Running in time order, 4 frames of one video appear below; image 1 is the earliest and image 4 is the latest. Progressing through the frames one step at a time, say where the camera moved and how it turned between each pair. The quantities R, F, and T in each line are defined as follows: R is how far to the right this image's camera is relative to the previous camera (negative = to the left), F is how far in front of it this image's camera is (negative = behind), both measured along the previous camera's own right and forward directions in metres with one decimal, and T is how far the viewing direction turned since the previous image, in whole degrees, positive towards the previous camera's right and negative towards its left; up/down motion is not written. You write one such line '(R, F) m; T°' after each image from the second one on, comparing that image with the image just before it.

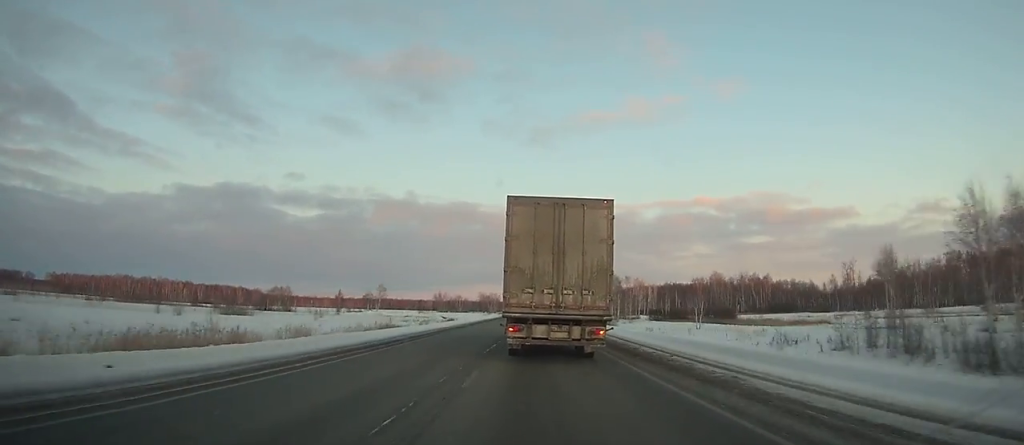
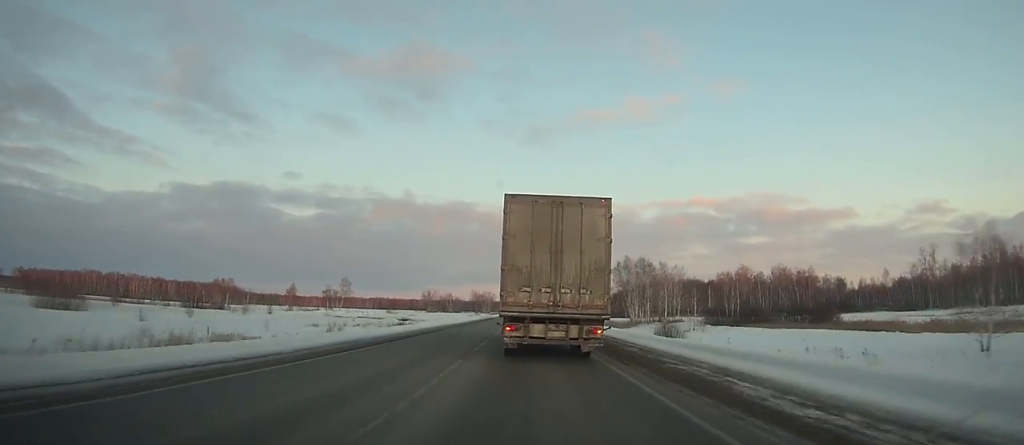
(+0.1, +48.3) m; 0°
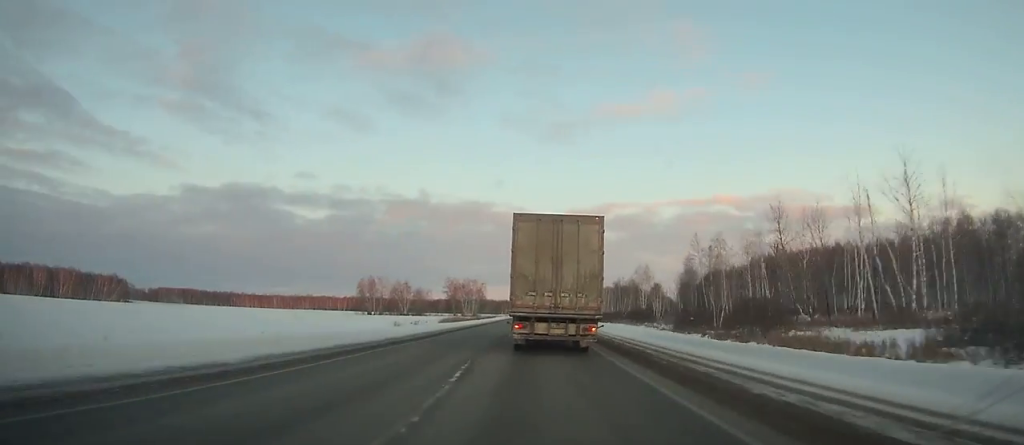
(-0.3, +240.7) m; 0°
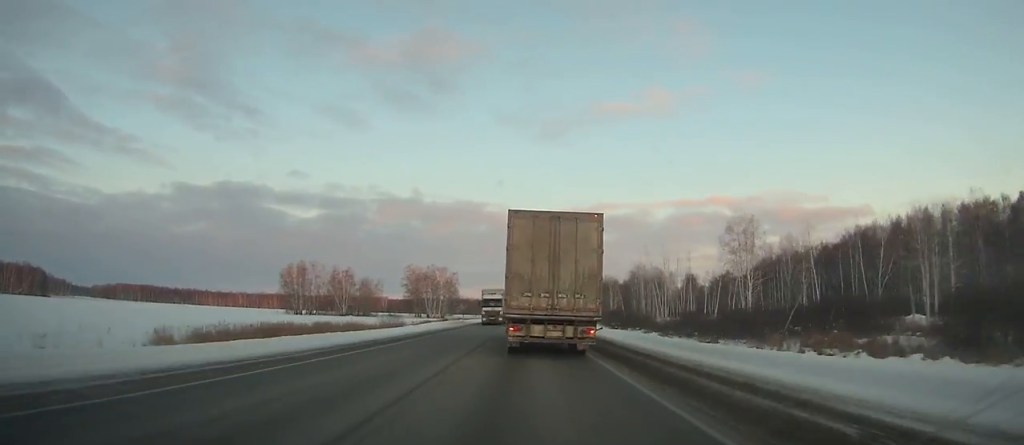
(-0.1, +88.2) m; 0°
